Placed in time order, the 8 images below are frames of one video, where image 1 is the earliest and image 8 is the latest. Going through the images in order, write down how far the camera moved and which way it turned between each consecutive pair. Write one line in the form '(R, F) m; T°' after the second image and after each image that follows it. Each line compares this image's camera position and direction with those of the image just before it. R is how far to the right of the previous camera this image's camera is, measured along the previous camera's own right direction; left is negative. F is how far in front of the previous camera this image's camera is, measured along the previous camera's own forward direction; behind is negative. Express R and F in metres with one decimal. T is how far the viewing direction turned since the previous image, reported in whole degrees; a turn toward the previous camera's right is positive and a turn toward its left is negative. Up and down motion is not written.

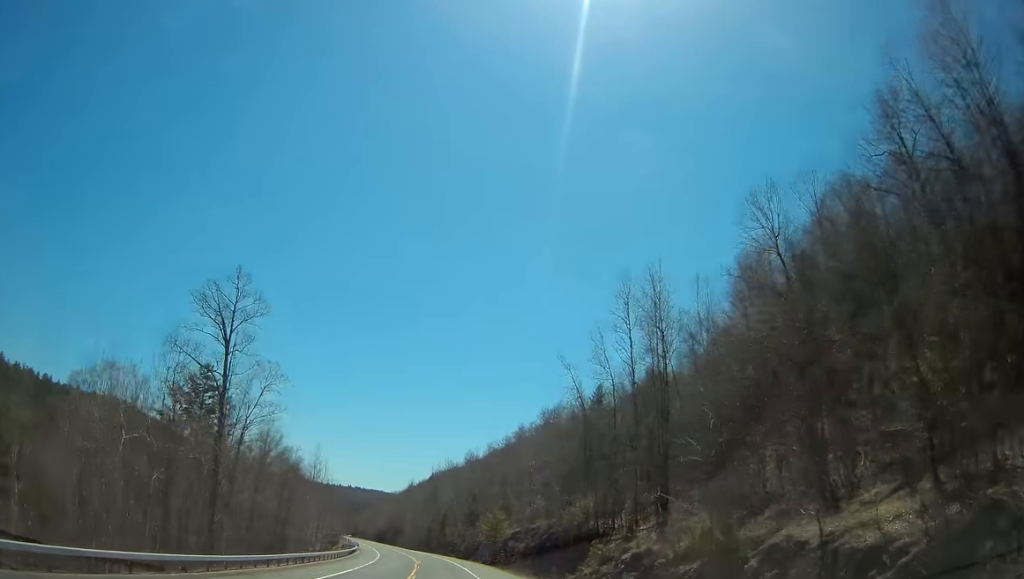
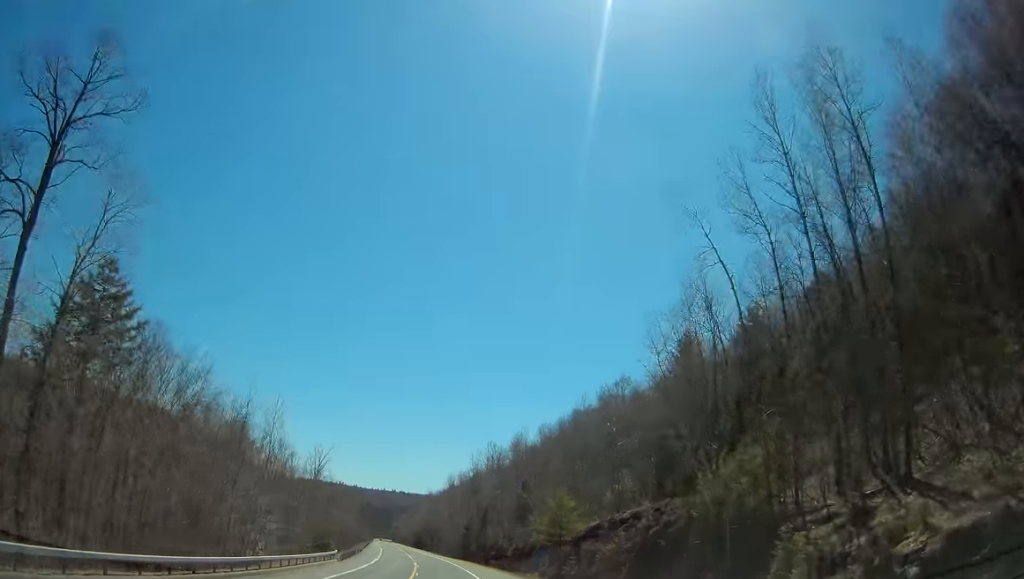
(-1.1, +31.3) m; -5°
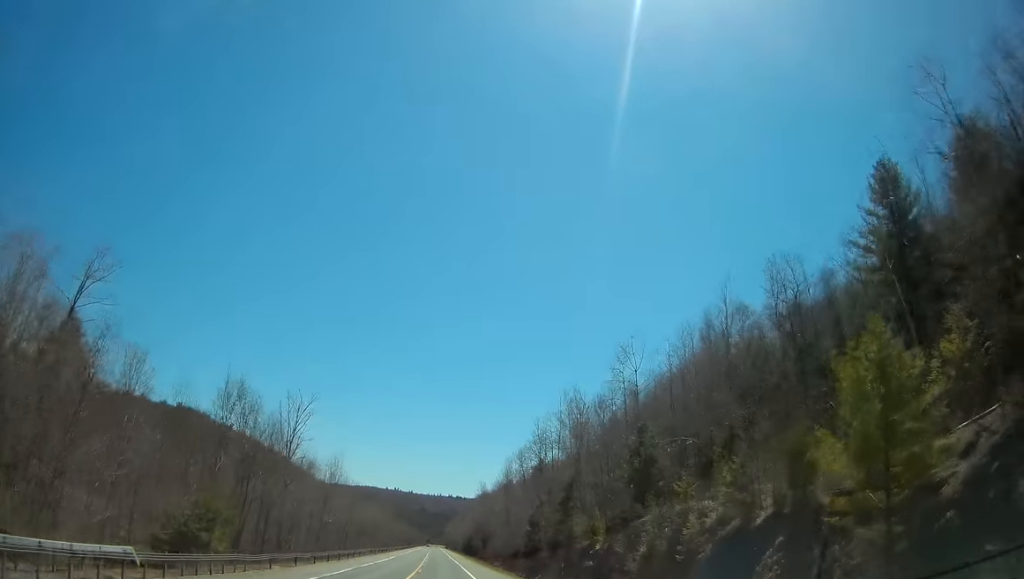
(-2.6, +43.5) m; -6°
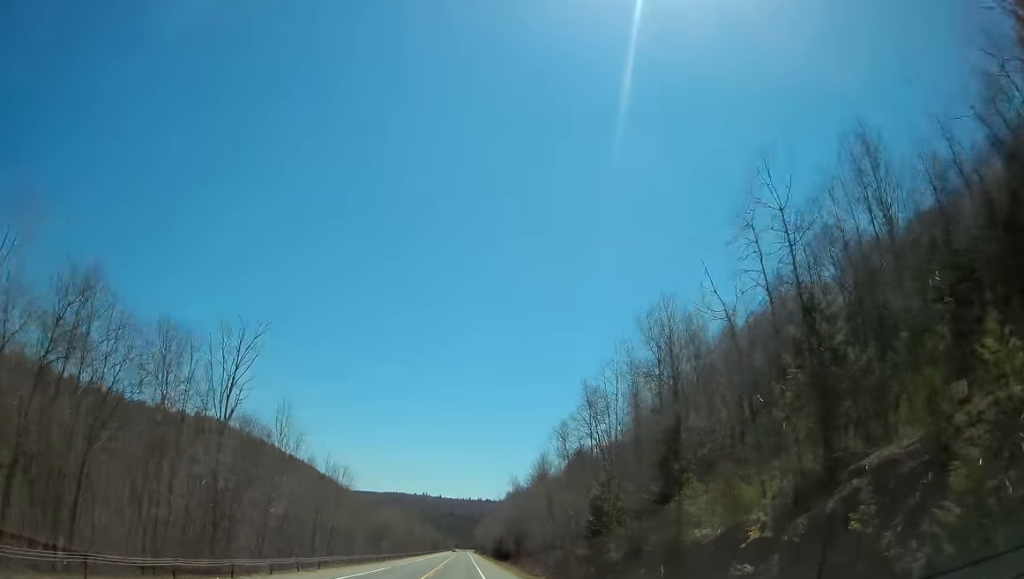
(-0.6, +25.4) m; -2°
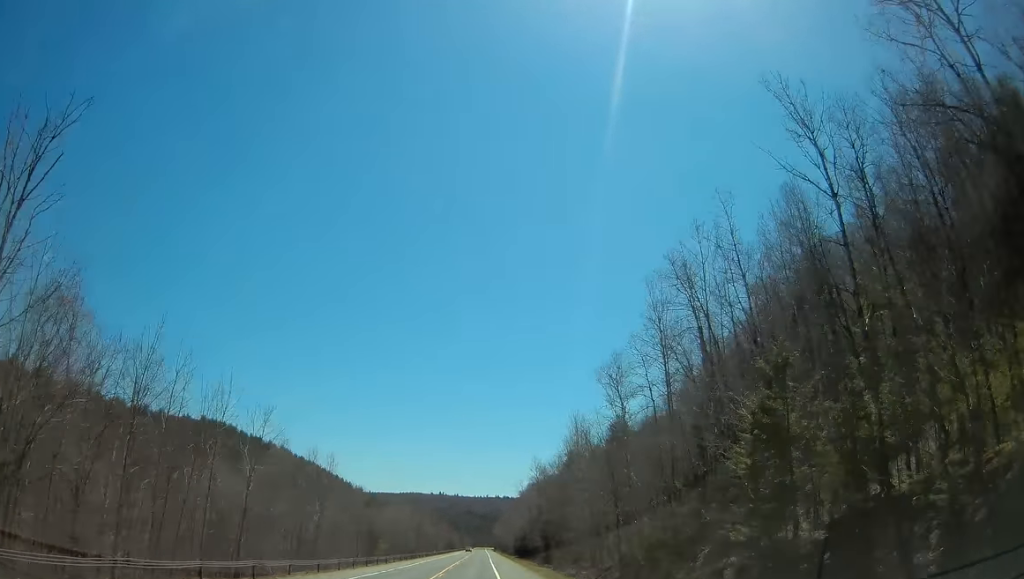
(-0.2, +28.1) m; -1°
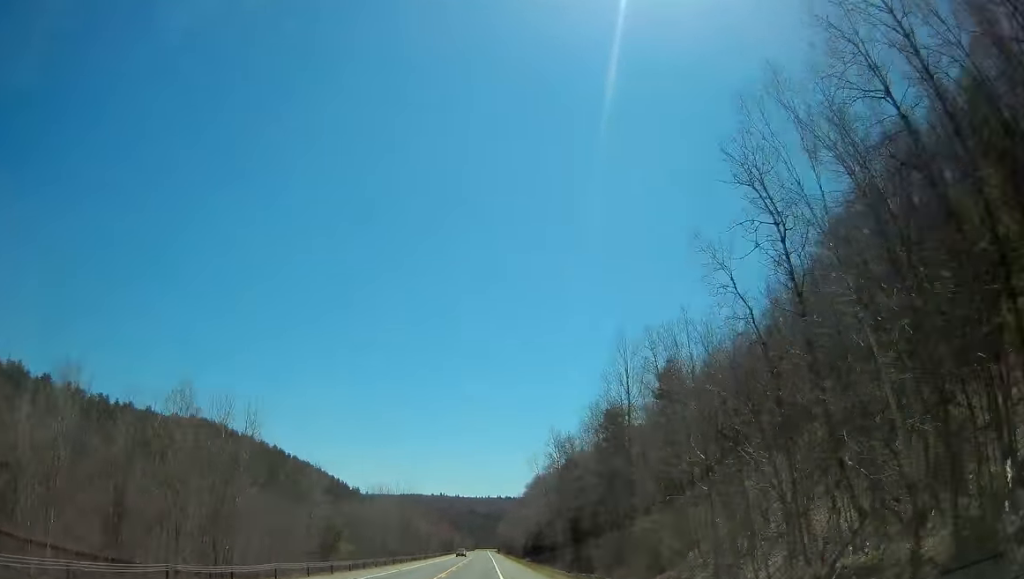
(-0.4, +37.0) m; -1°
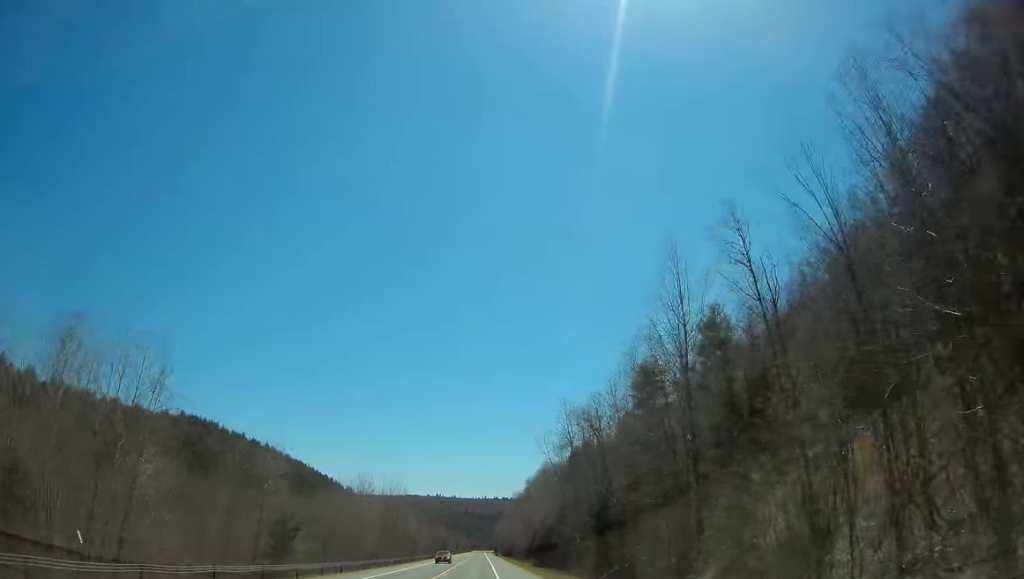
(0.0, +21.2) m; 0°
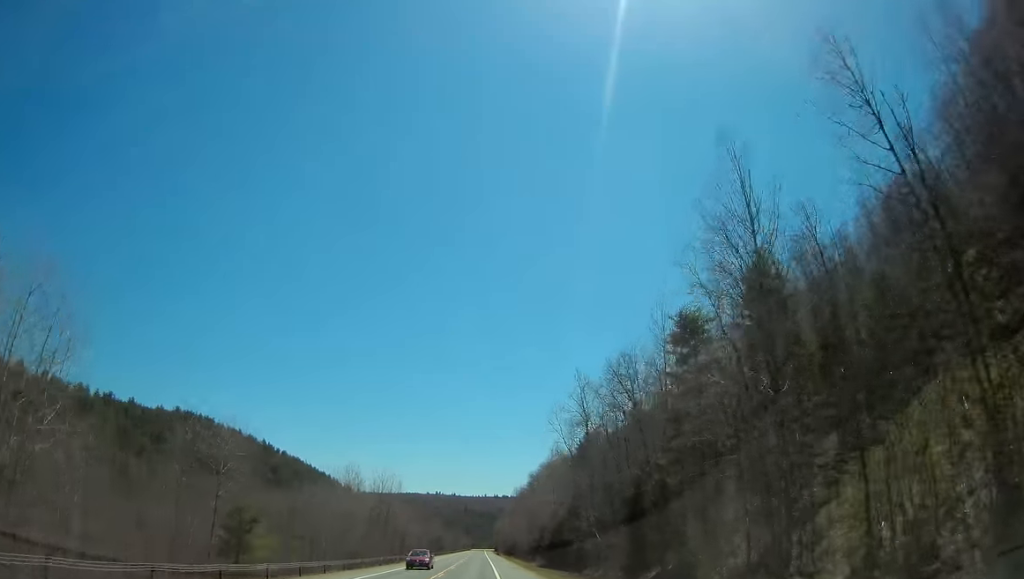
(0.0, +14.2) m; 0°
